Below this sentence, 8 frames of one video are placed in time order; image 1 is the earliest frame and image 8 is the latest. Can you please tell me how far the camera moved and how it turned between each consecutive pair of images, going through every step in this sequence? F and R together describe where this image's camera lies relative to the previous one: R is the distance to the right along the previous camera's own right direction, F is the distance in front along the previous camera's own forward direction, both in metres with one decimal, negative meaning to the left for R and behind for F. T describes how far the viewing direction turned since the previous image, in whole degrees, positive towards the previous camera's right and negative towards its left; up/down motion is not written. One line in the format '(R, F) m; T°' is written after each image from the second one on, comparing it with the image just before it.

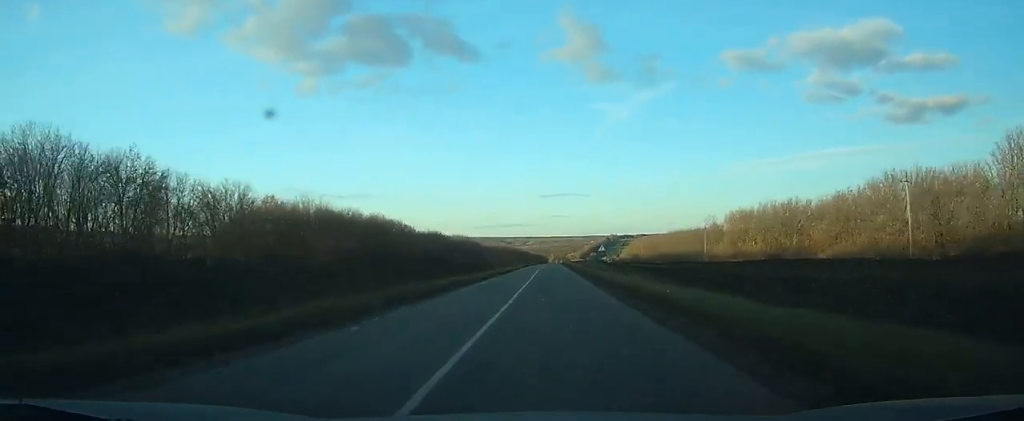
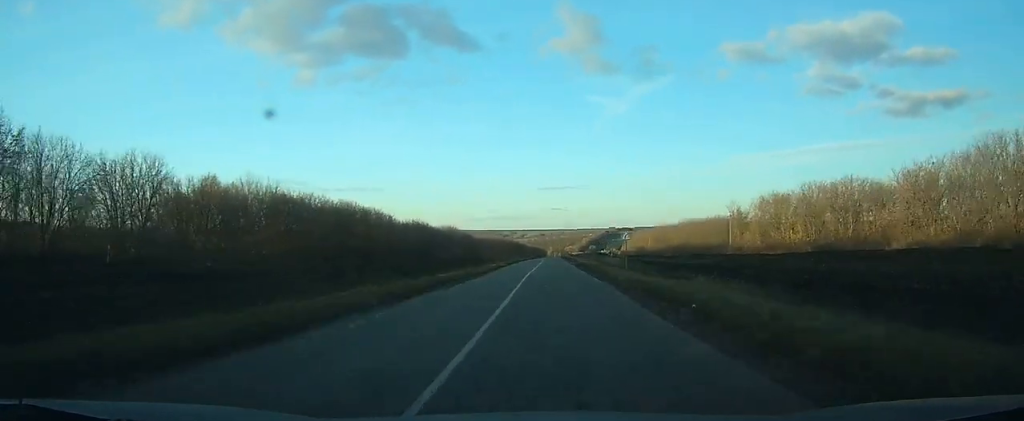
(0.0, +22.1) m; 0°
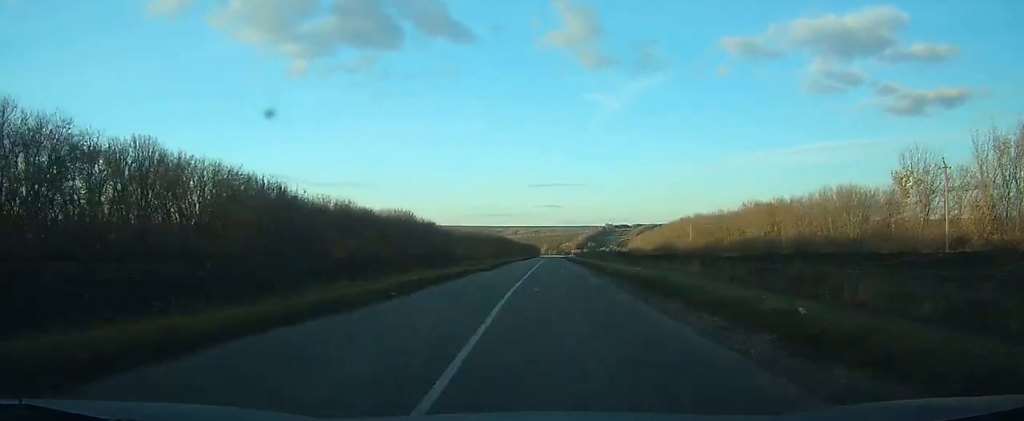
(+0.3, +71.5) m; +1°
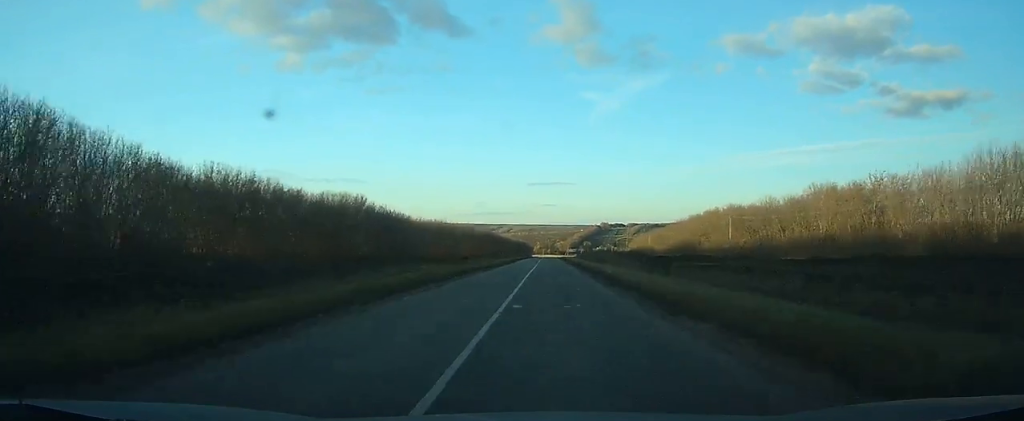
(+0.3, +39.8) m; +1°
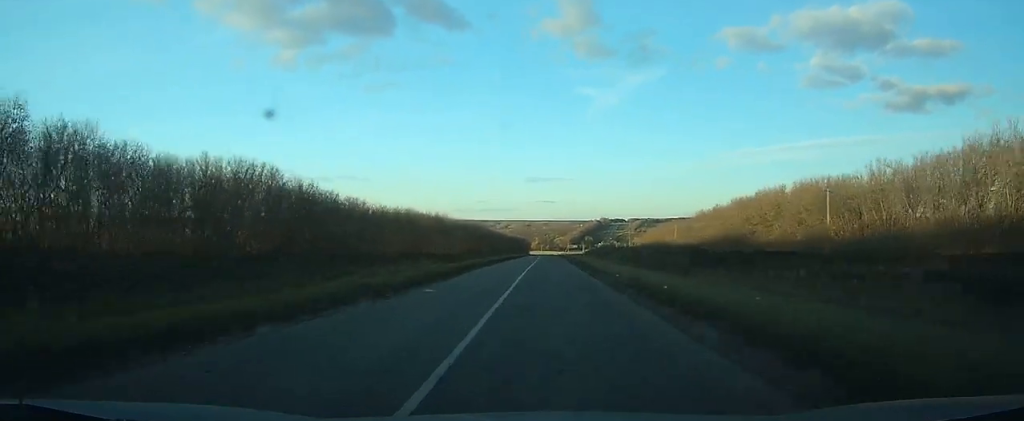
(+0.2, +45.7) m; 0°
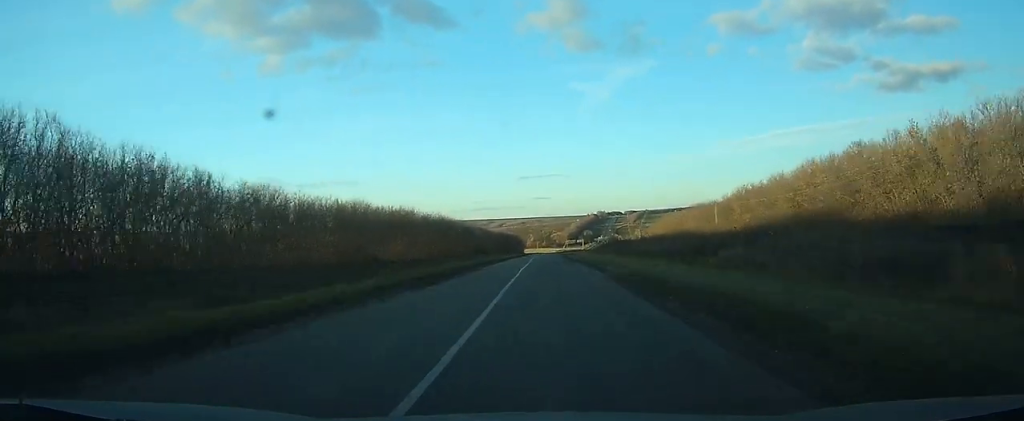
(0.0, +44.3) m; 0°
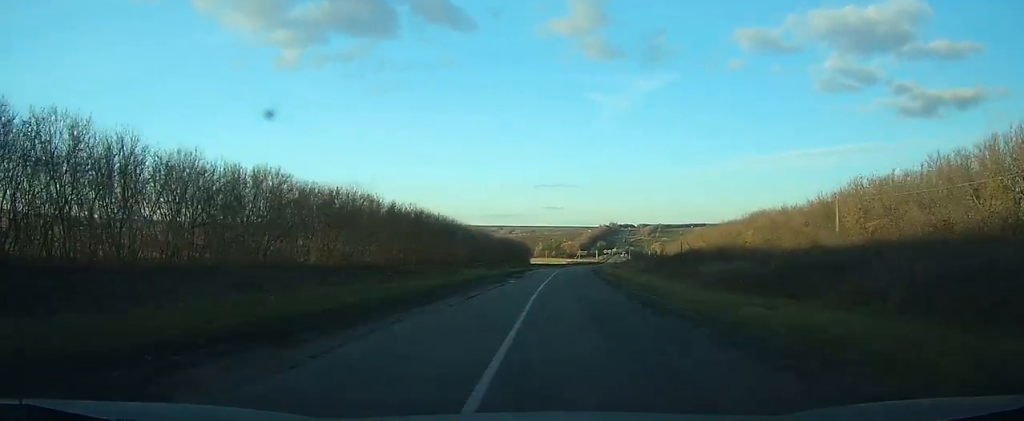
(-0.1, +47.9) m; +1°
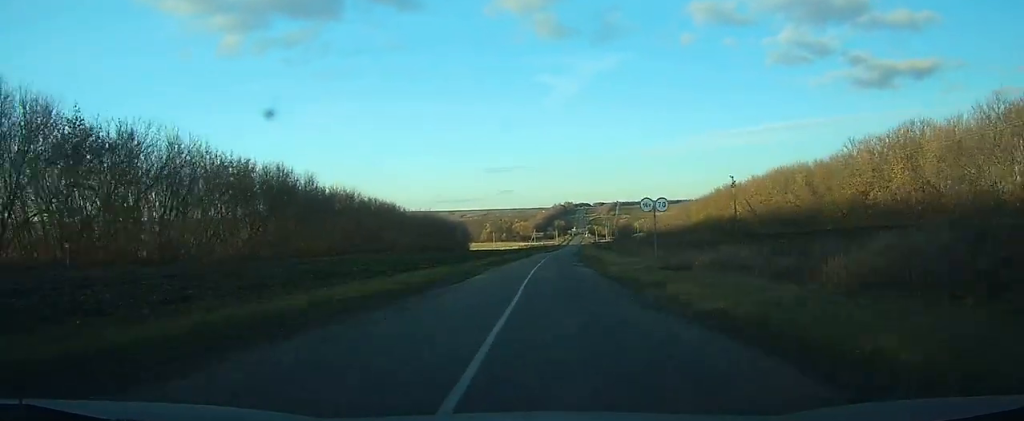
(+2.6, +76.8) m; +4°
